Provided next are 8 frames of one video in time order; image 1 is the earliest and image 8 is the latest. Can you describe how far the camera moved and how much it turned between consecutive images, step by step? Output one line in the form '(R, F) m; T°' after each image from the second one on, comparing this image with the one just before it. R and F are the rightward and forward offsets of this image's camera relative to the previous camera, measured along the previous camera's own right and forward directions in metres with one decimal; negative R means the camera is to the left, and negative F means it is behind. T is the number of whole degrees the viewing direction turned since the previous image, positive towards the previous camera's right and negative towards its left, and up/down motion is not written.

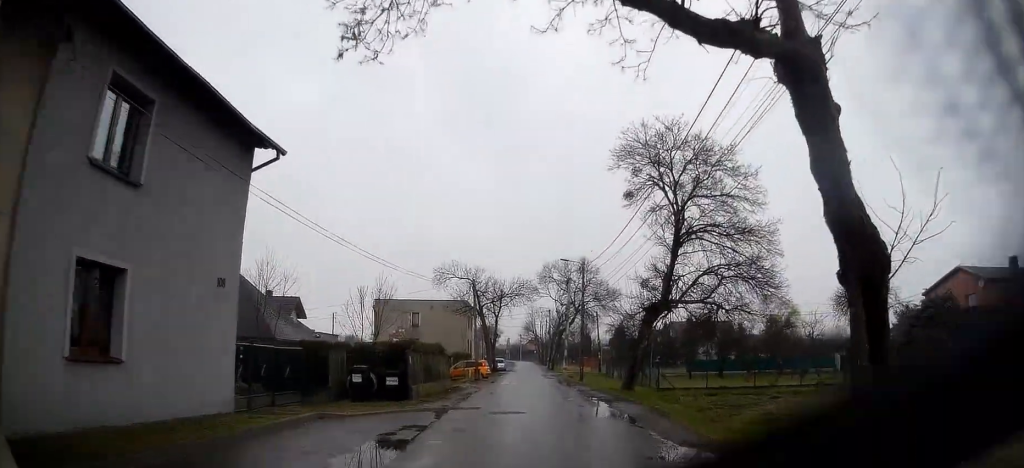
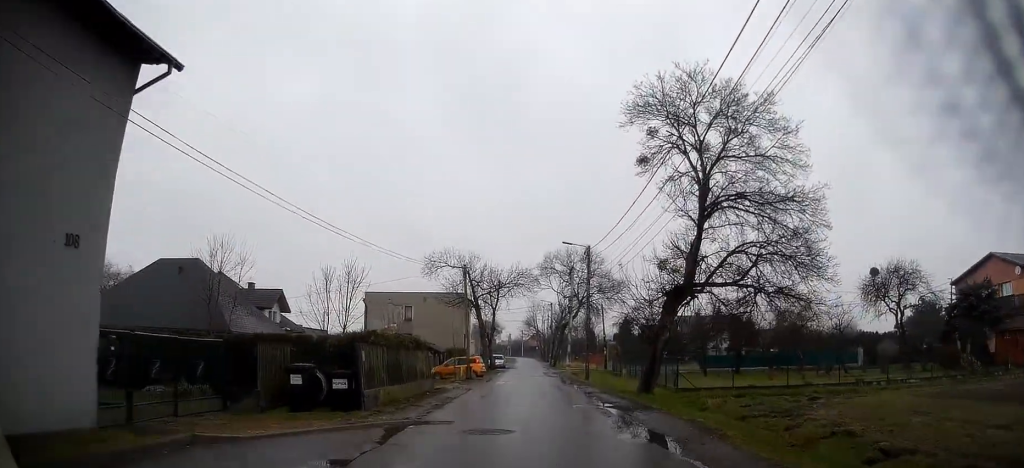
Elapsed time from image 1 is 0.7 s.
(0.0, +4.5) m; 0°
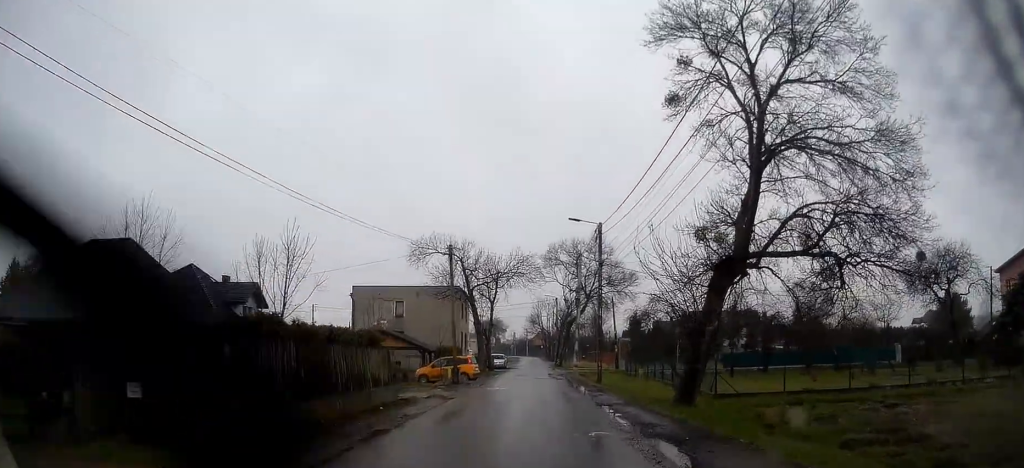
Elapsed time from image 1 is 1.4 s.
(0.0, +5.6) m; -1°
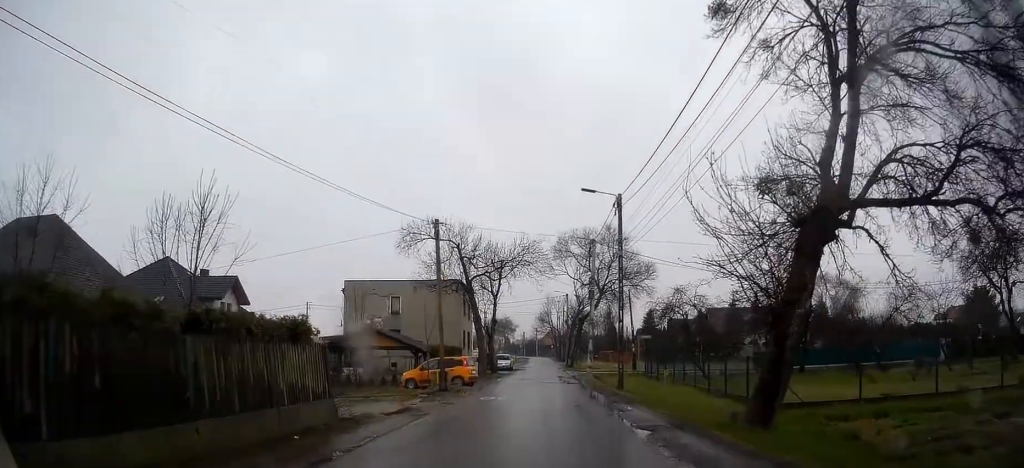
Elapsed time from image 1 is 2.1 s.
(+0.1, +4.9) m; -2°
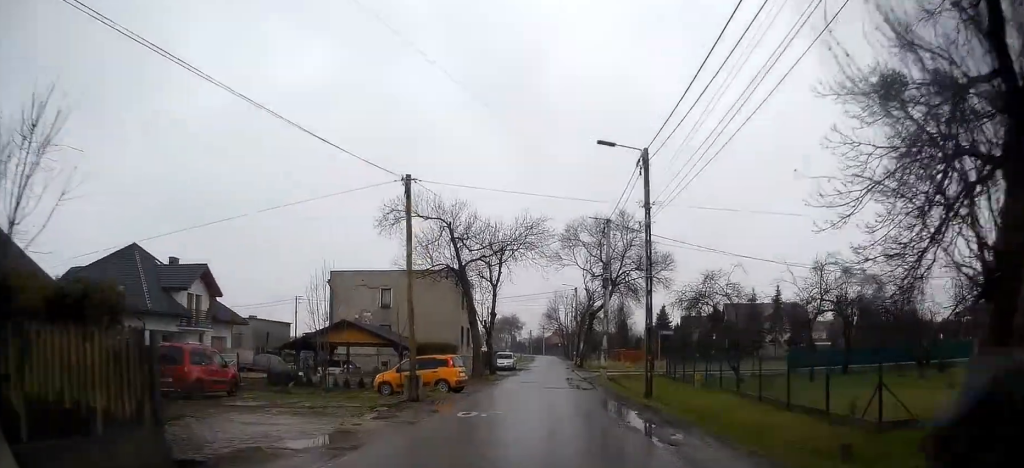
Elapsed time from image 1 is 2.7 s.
(-0.2, +5.4) m; -1°
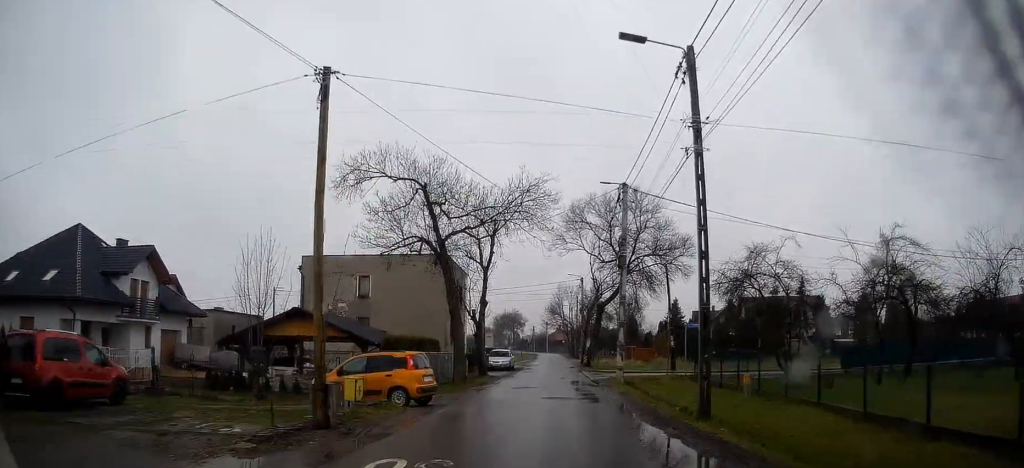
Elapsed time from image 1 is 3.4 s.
(-0.1, +6.5) m; 0°
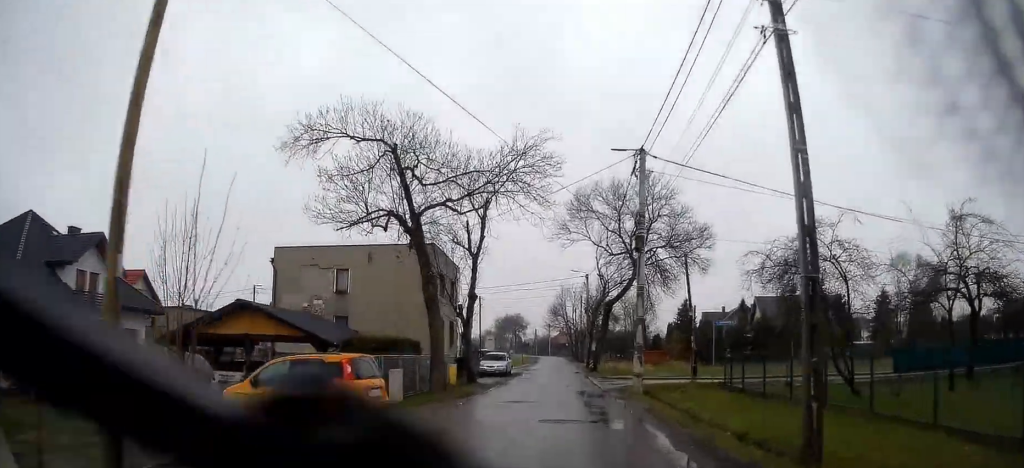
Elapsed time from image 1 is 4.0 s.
(+0.1, +5.0) m; +1°
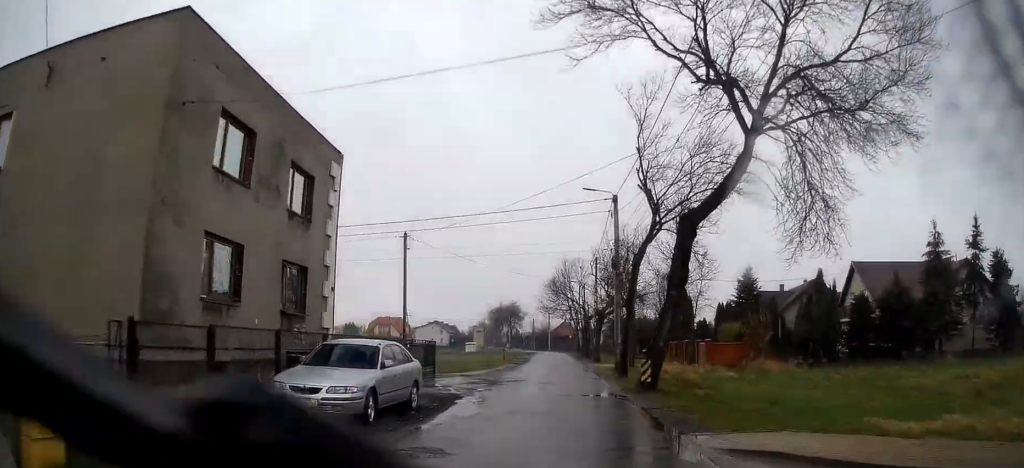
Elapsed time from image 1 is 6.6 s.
(-0.2, +27.2) m; -3°
